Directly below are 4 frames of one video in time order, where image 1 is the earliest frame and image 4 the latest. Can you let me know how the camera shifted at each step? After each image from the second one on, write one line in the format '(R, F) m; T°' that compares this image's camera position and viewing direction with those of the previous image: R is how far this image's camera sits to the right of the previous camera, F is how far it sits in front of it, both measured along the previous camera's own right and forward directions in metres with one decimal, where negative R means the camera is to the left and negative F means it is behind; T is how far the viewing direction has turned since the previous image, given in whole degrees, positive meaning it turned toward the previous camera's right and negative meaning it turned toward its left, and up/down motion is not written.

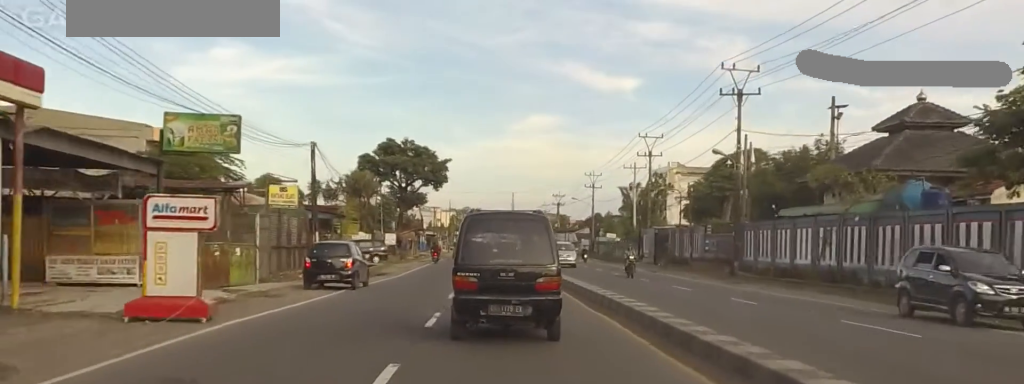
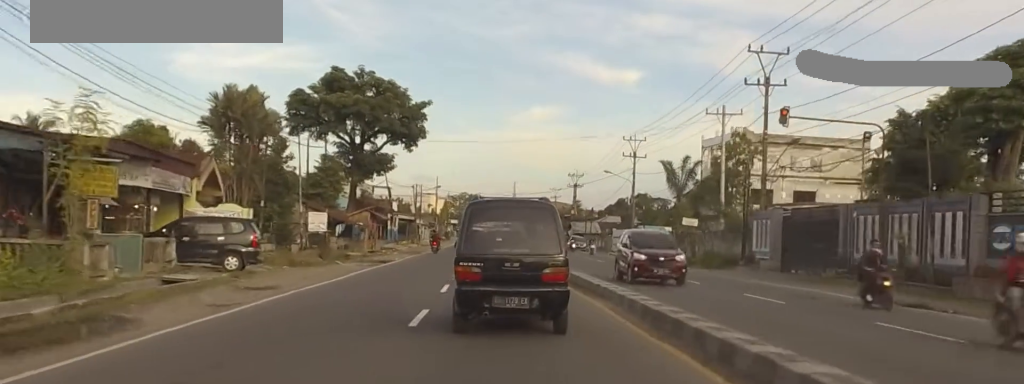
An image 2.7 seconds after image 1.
(-0.5, +35.1) m; -6°
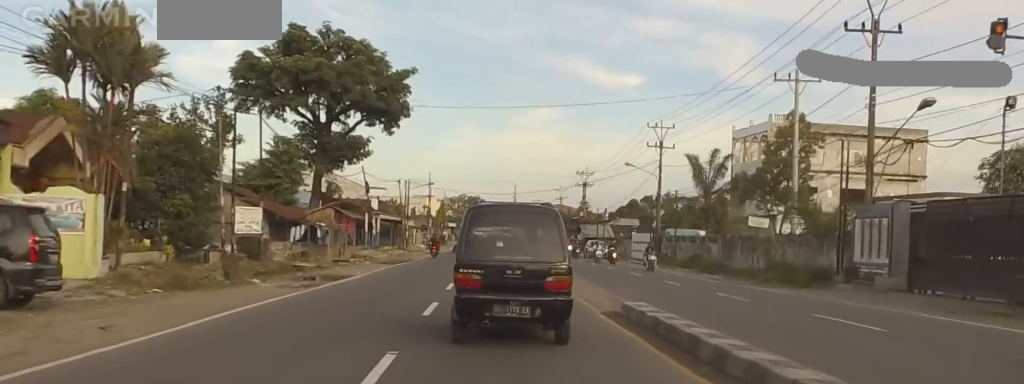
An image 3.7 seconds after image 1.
(-0.9, +13.6) m; -1°
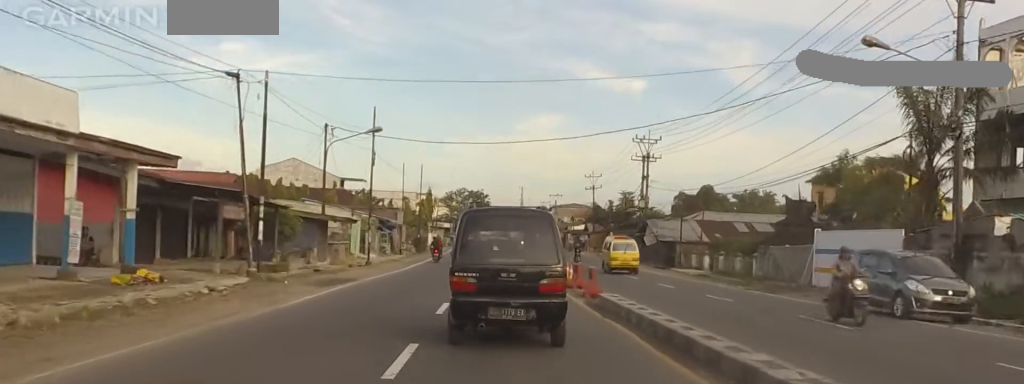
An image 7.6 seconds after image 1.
(+3.4, +48.3) m; 0°
